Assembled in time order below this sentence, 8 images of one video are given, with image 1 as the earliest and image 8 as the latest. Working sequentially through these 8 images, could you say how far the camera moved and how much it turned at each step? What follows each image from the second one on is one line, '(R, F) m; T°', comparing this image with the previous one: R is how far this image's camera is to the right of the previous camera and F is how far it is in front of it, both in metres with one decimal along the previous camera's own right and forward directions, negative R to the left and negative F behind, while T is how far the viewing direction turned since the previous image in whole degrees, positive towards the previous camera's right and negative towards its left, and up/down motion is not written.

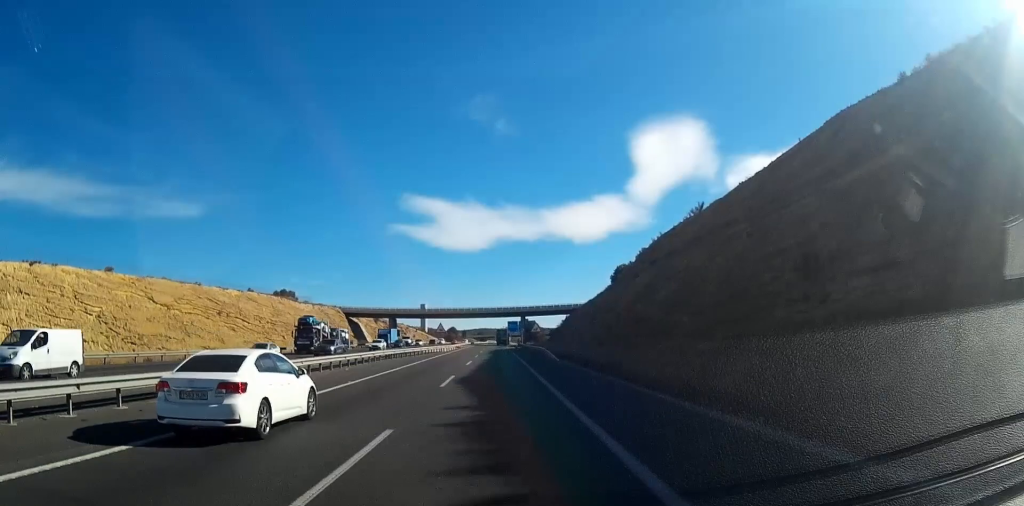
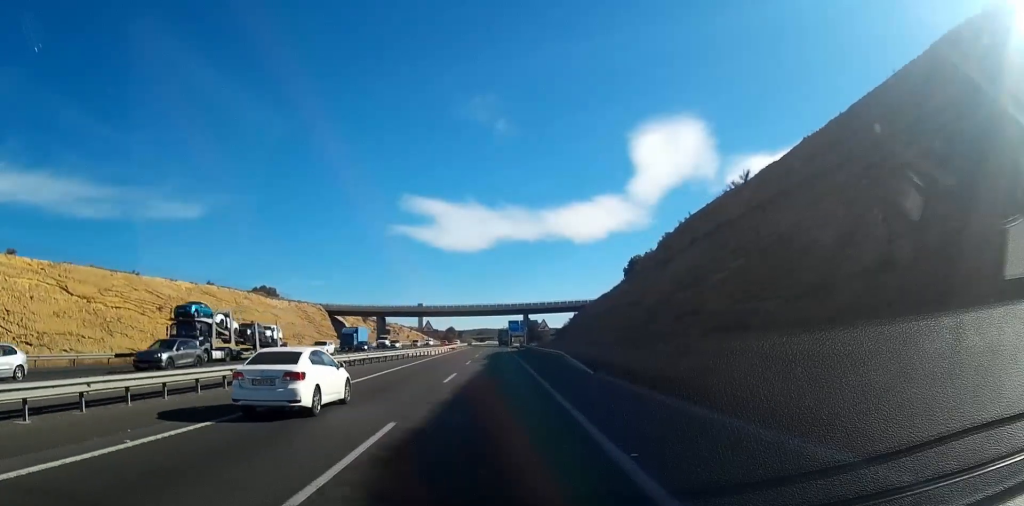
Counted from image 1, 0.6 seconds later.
(-0.1, +15.5) m; 0°
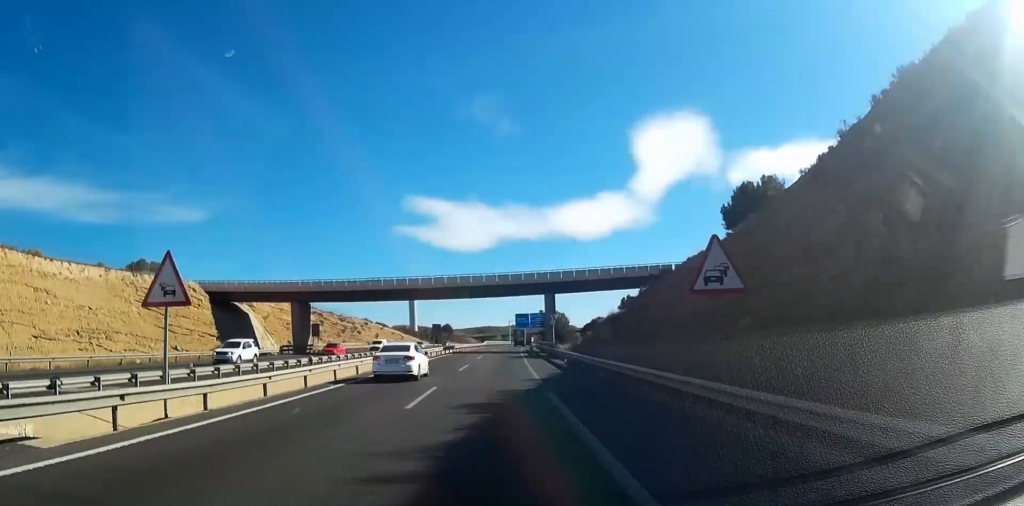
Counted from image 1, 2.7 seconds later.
(+0.1, +58.9) m; 0°
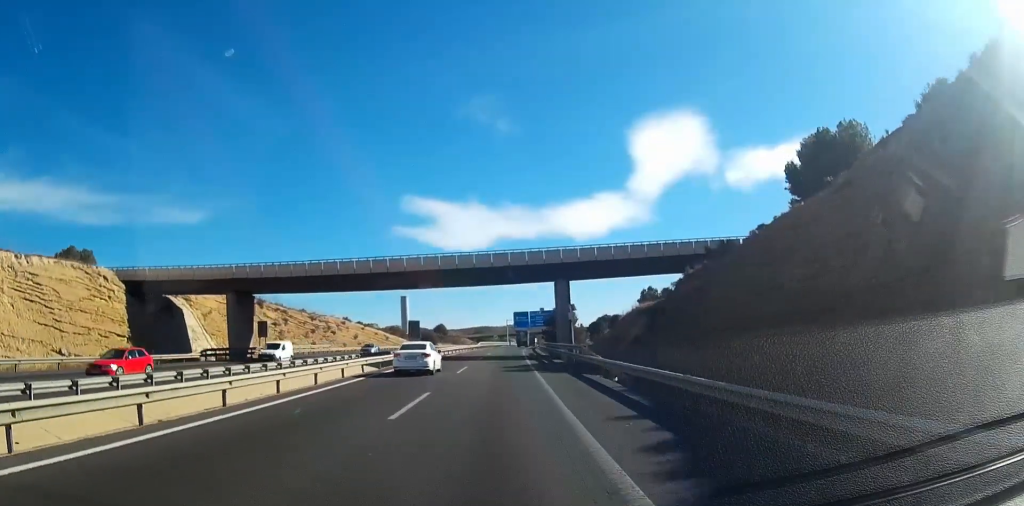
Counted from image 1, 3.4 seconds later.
(0.0, +19.0) m; 0°
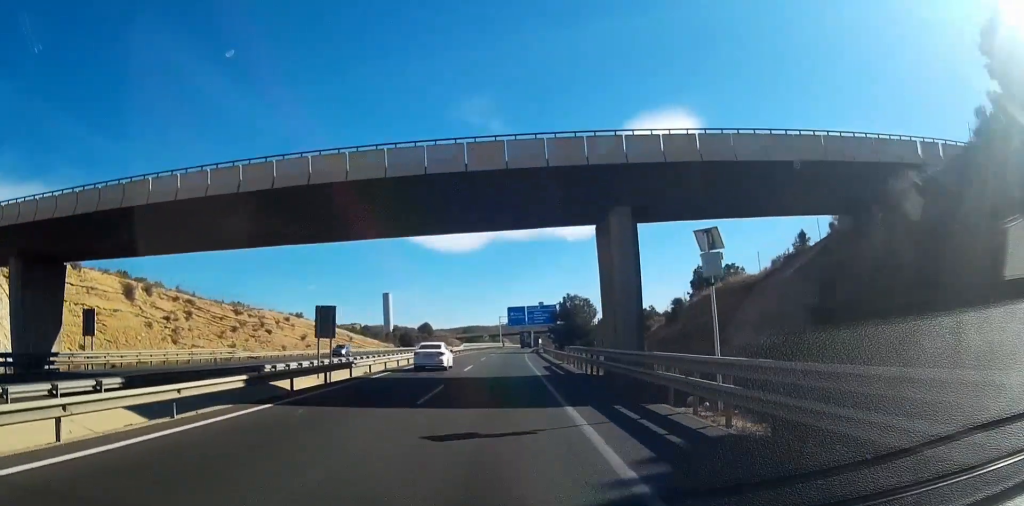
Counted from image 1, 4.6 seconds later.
(0.0, +30.8) m; 0°
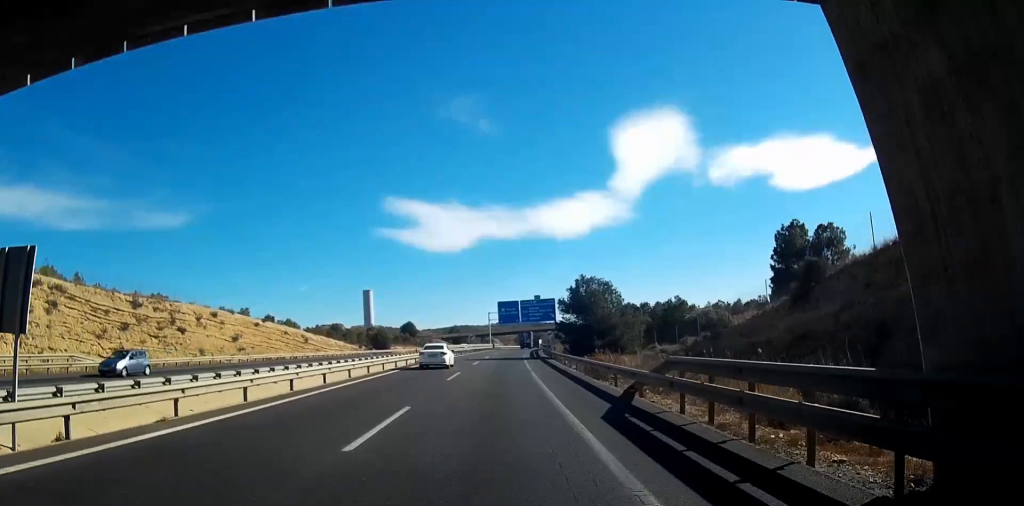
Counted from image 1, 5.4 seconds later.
(+0.1, +23.6) m; +1°
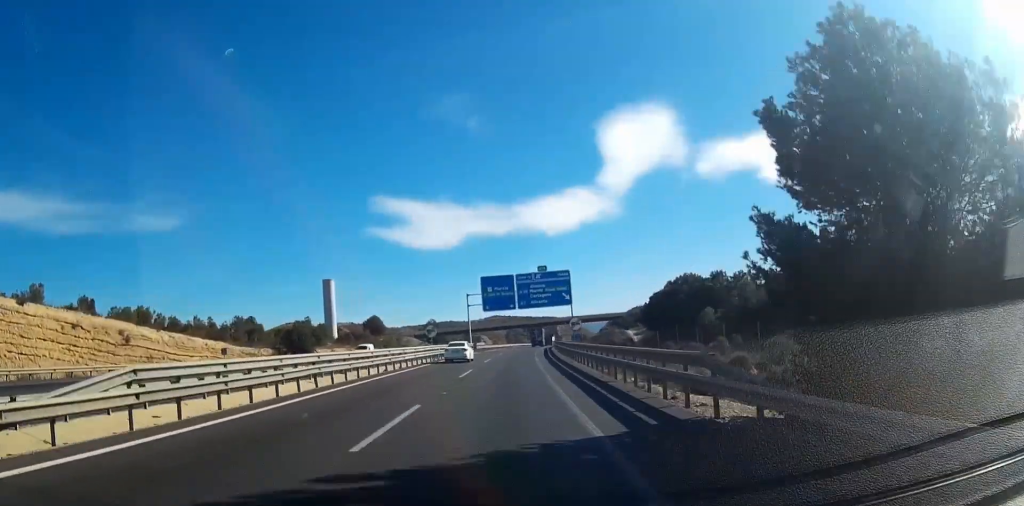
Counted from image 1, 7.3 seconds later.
(+0.4, +50.0) m; +1°
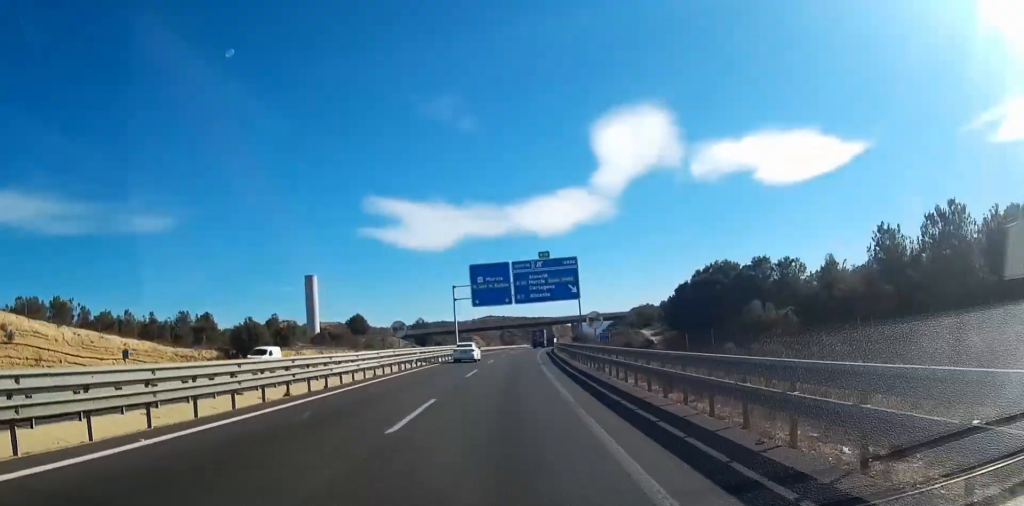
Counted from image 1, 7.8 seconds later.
(0.0, +15.5) m; +1°
